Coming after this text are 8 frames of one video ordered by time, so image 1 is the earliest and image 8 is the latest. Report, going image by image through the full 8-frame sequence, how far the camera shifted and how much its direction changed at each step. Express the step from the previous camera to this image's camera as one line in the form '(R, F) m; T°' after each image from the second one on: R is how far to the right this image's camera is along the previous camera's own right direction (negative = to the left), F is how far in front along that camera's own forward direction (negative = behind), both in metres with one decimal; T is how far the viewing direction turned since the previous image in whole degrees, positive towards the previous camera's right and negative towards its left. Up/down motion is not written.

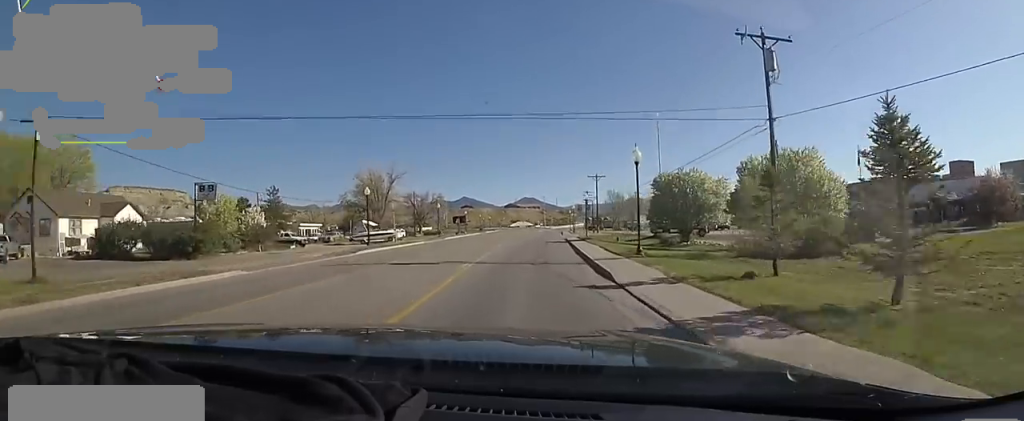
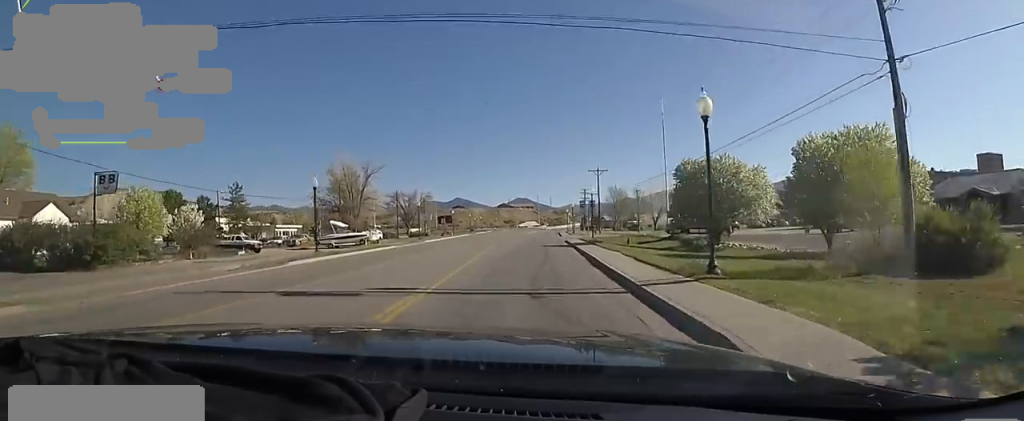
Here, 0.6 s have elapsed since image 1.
(-0.2, +8.5) m; 0°
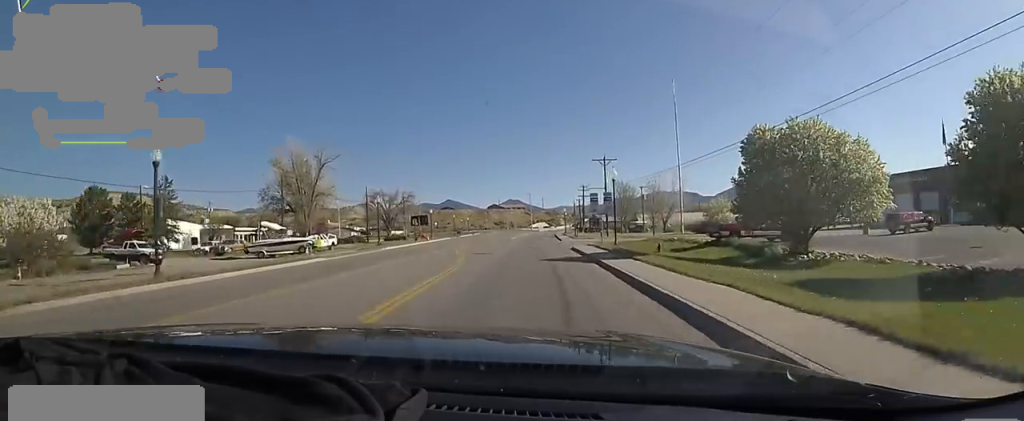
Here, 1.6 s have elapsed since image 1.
(-0.2, +12.5) m; 0°
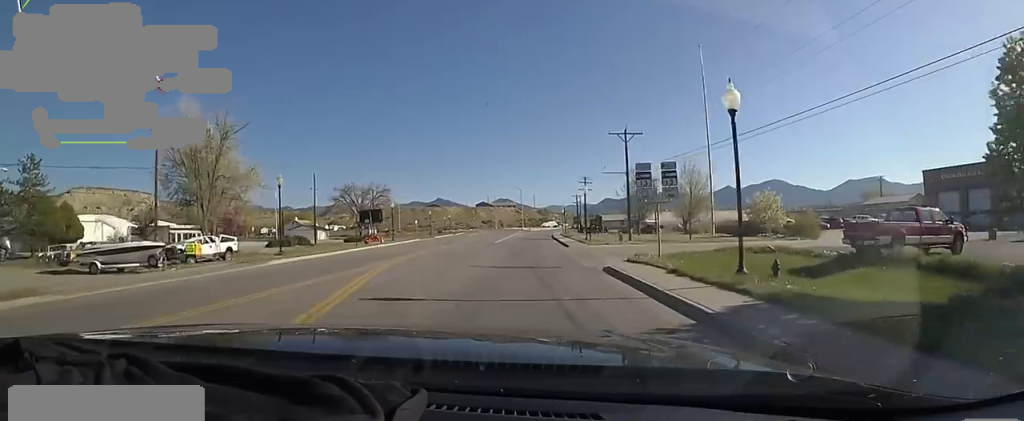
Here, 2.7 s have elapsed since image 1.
(+0.1, +16.0) m; 0°
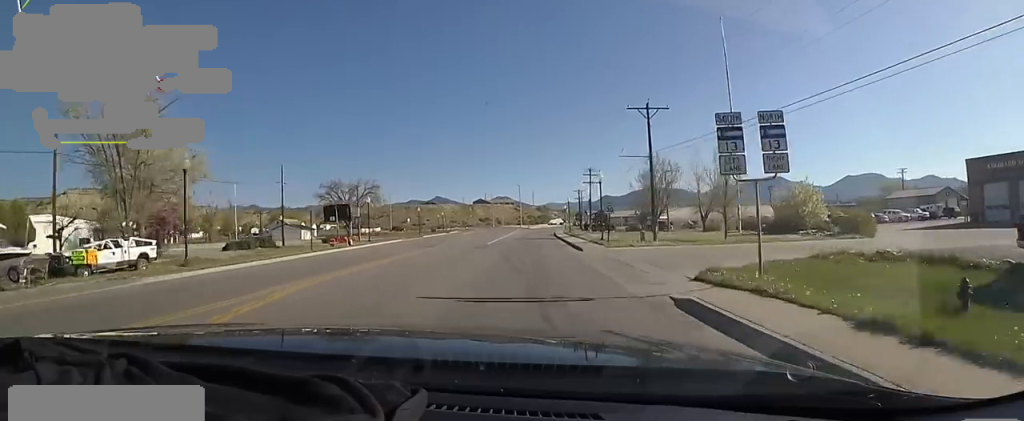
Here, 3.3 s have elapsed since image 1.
(-0.5, +7.9) m; 0°
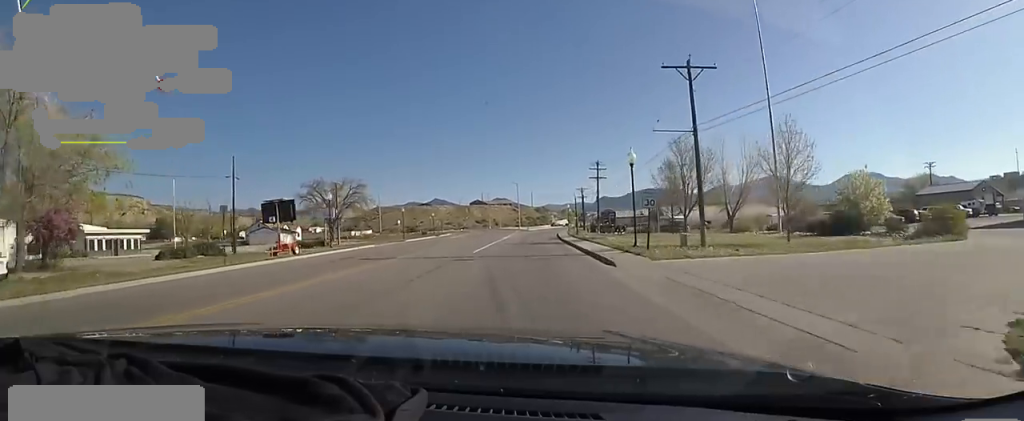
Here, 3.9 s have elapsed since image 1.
(+0.7, +8.9) m; +3°
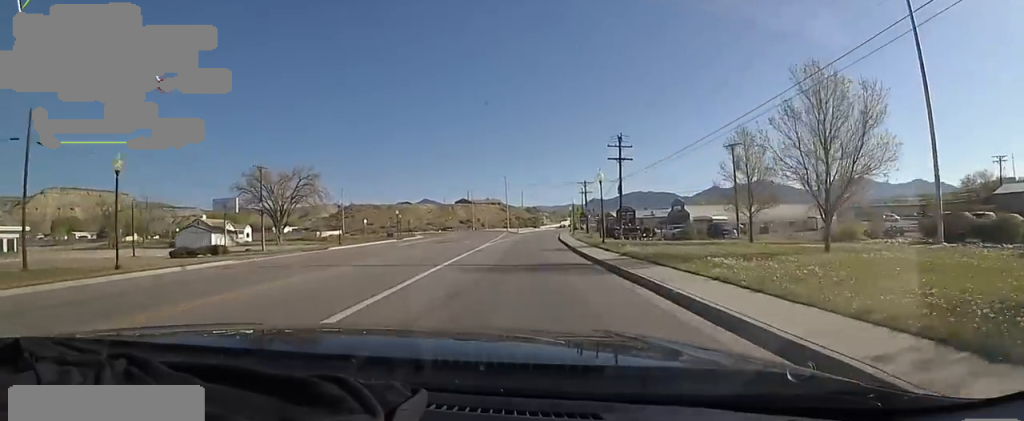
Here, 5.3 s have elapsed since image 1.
(+0.3, +20.3) m; +1°
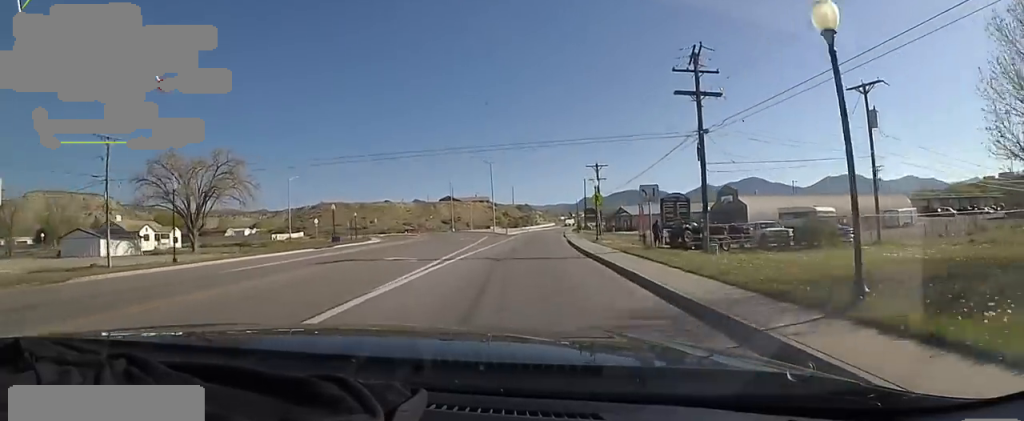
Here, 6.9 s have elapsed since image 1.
(+0.2, +22.4) m; +1°
